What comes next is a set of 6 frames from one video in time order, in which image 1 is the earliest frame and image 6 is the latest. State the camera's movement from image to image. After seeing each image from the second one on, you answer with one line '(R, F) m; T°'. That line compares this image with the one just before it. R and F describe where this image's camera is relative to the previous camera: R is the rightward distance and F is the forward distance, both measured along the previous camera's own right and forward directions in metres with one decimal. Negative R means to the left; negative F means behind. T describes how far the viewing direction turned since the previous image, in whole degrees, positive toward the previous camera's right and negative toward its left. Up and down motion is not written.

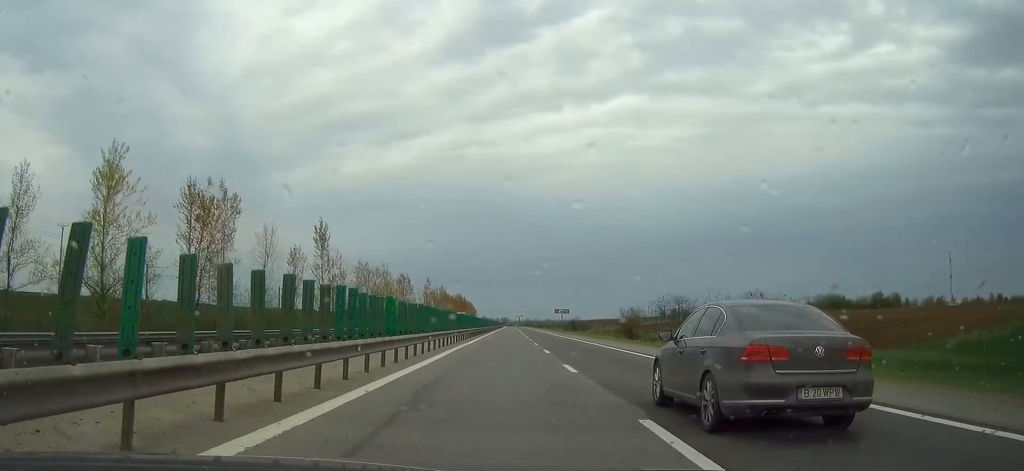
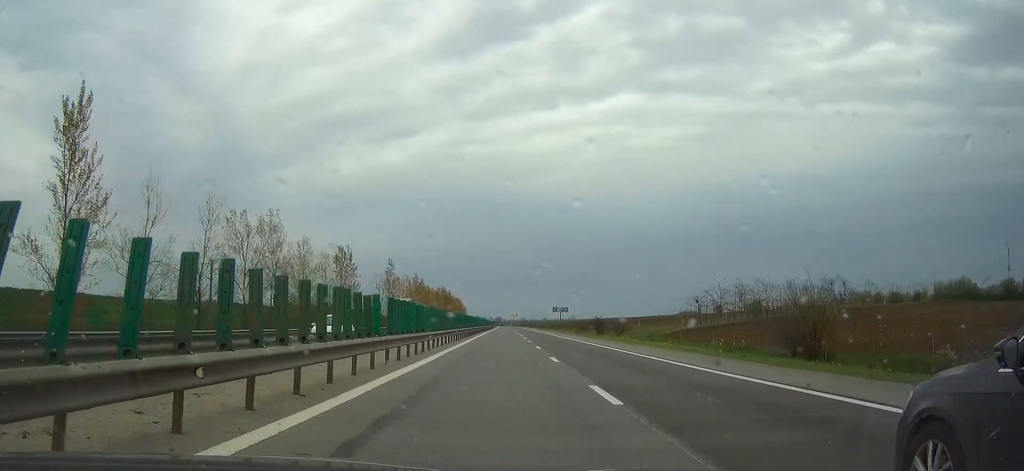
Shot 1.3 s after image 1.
(0.0, +54.4) m; 0°
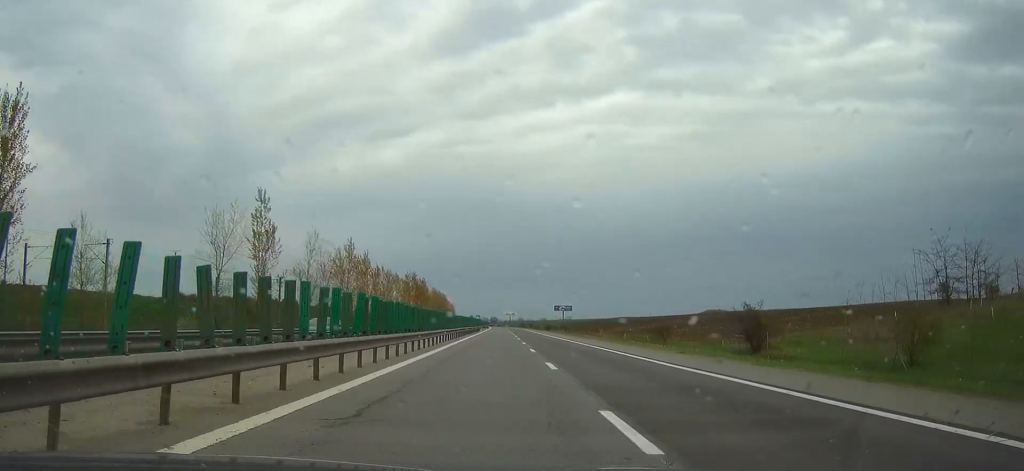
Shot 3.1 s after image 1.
(+0.2, +73.7) m; +1°
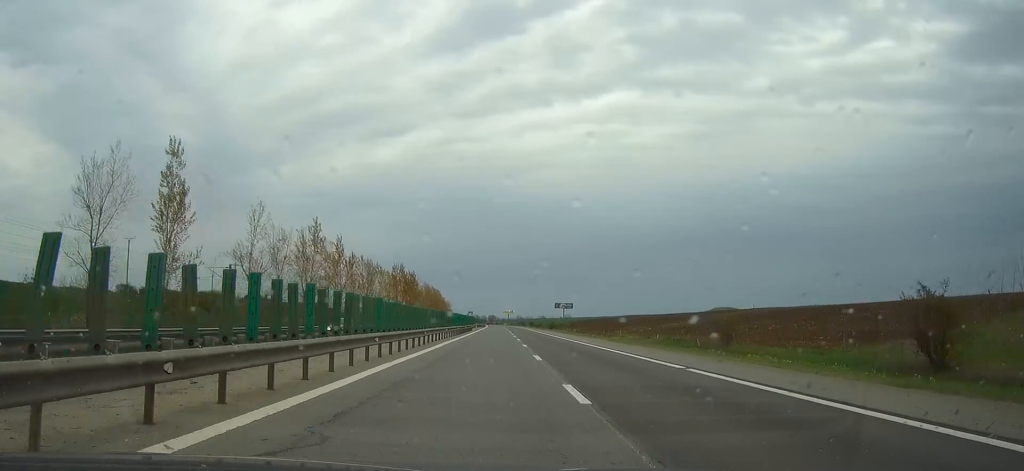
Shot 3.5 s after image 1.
(+0.1, +19.7) m; 0°
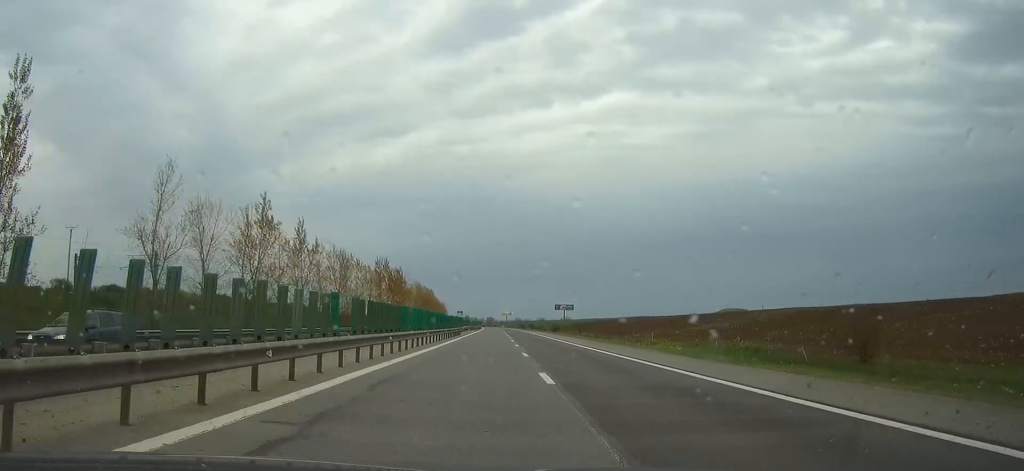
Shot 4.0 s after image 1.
(+0.1, +19.8) m; 0°
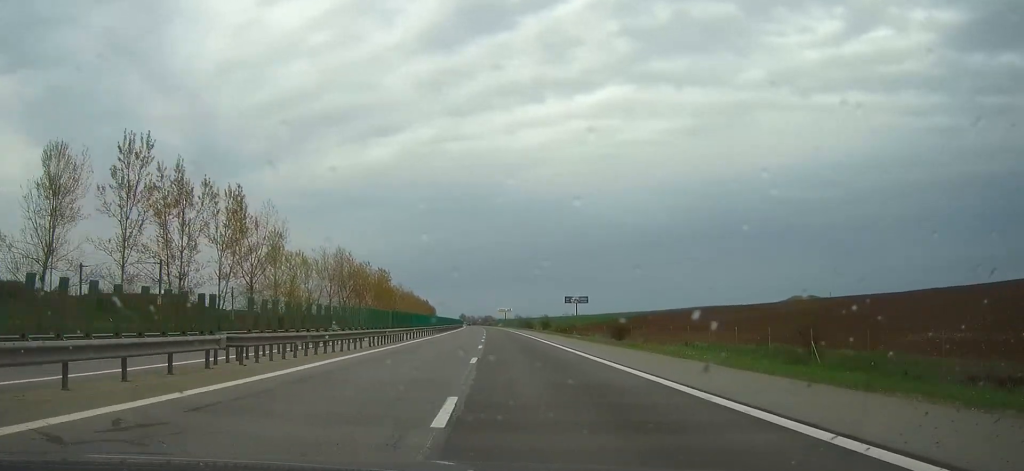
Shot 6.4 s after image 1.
(+0.3, +101.1) m; 0°
